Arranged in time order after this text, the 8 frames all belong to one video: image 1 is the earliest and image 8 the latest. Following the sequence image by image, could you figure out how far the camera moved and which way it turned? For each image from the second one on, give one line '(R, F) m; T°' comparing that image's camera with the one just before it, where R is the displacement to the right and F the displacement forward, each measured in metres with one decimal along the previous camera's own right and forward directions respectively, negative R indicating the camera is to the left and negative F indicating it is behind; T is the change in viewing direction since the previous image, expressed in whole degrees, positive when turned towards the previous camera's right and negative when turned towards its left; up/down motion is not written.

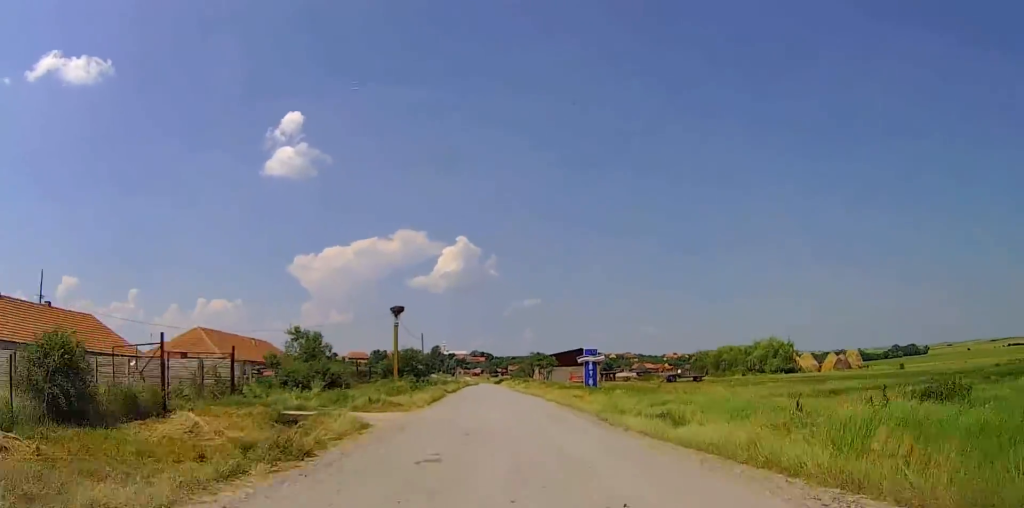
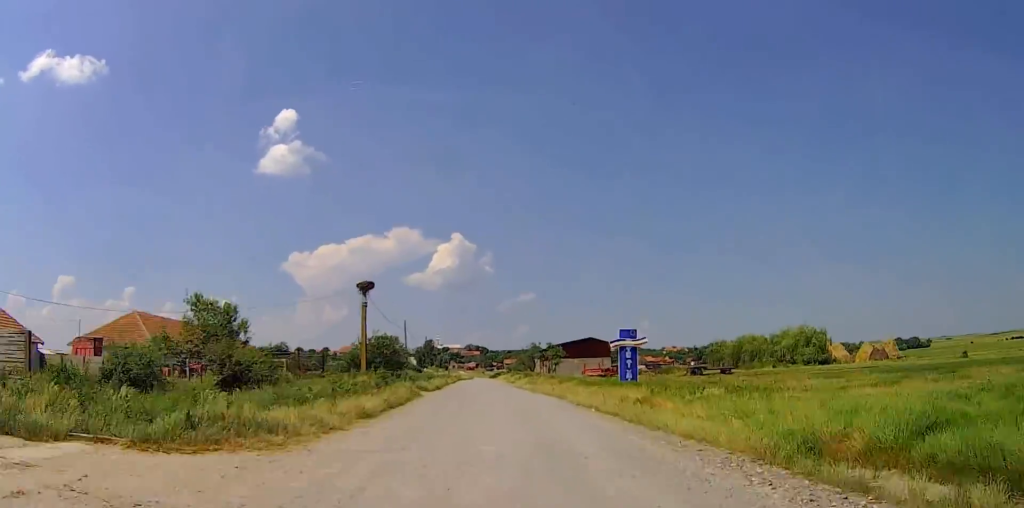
(+0.1, +19.6) m; +1°
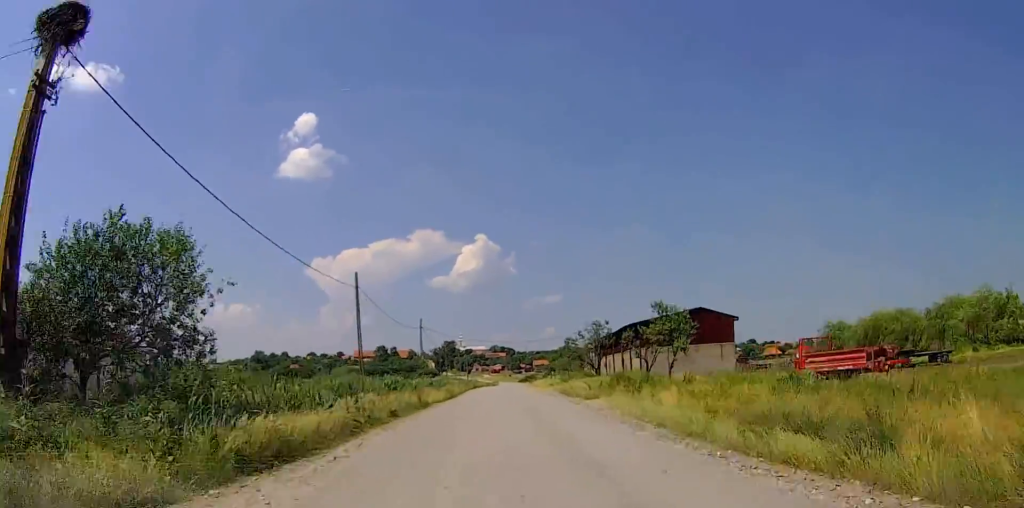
(+1.0, +50.5) m; +2°
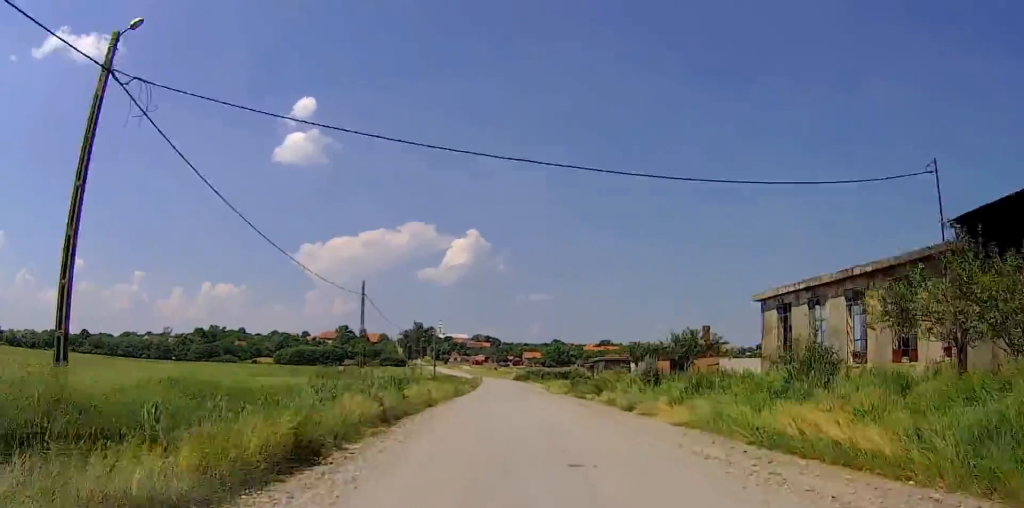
(-1.2, +76.6) m; -1°
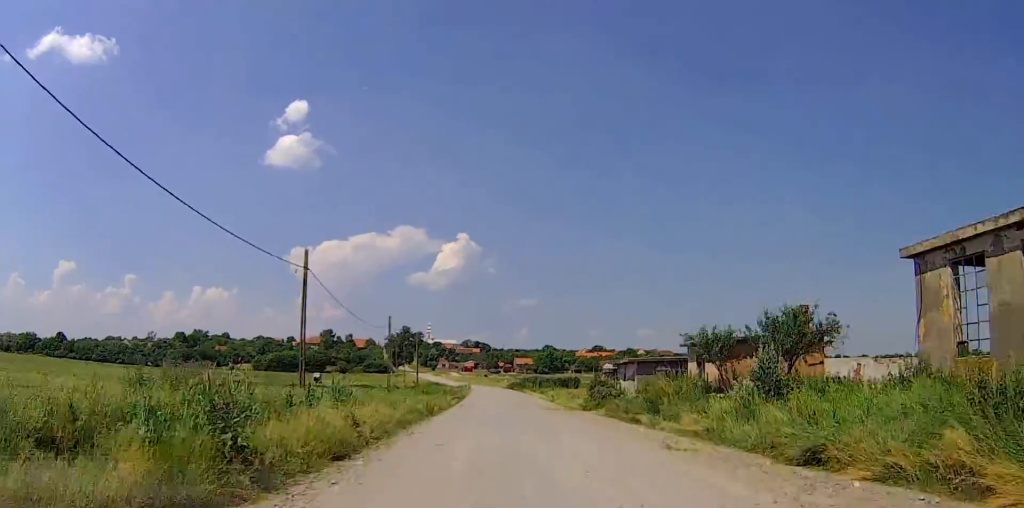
(-0.3, +16.3) m; 0°
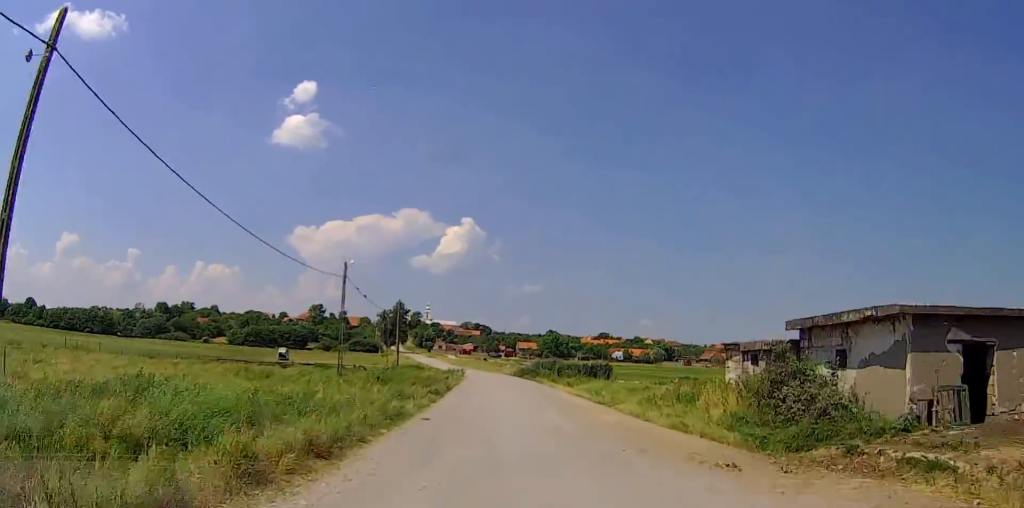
(+0.8, +33.7) m; +2°
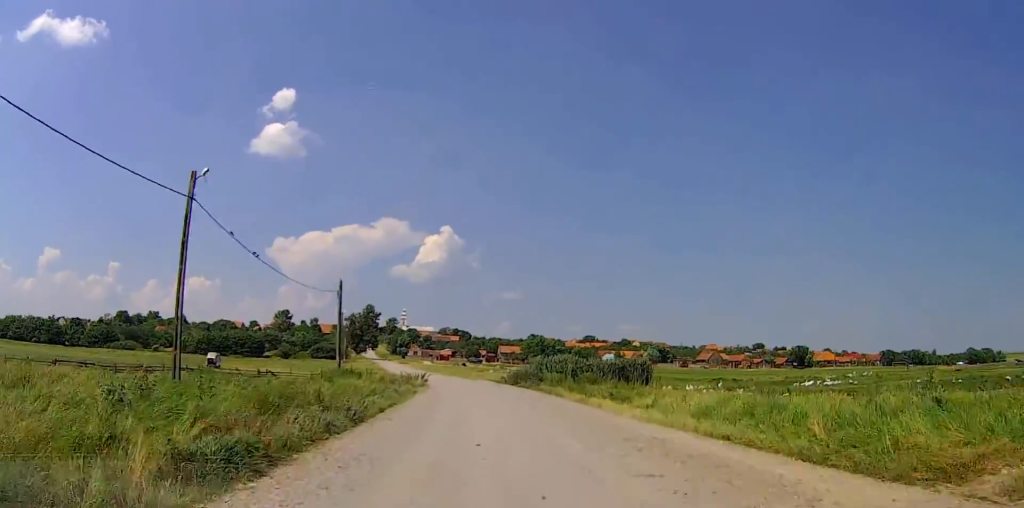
(+0.3, +20.2) m; 0°
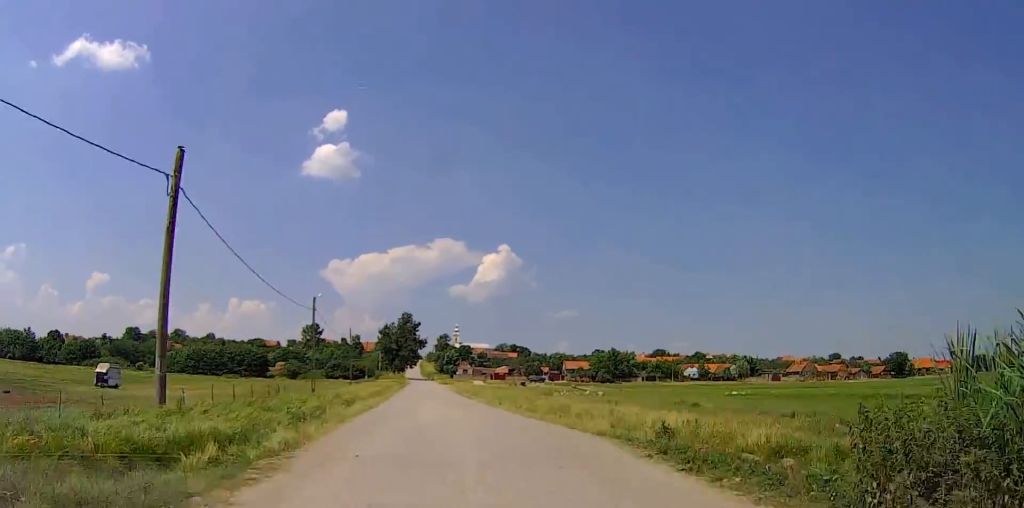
(-0.5, +30.8) m; -5°
